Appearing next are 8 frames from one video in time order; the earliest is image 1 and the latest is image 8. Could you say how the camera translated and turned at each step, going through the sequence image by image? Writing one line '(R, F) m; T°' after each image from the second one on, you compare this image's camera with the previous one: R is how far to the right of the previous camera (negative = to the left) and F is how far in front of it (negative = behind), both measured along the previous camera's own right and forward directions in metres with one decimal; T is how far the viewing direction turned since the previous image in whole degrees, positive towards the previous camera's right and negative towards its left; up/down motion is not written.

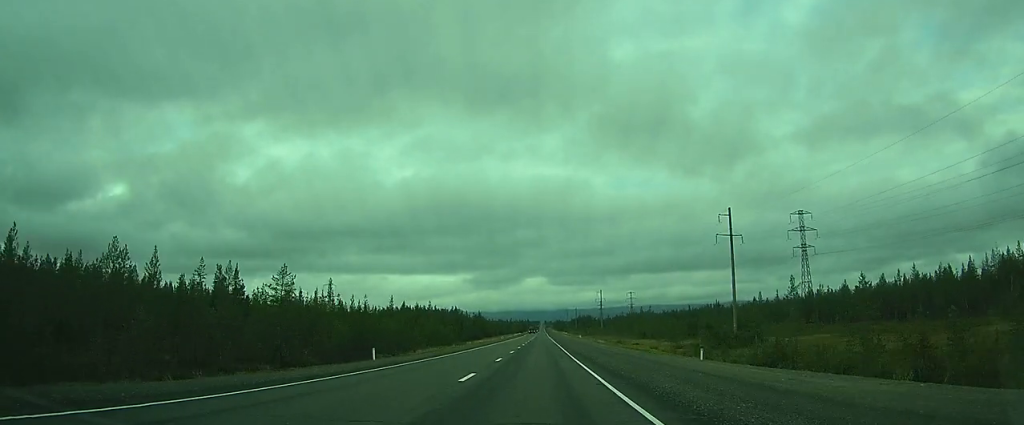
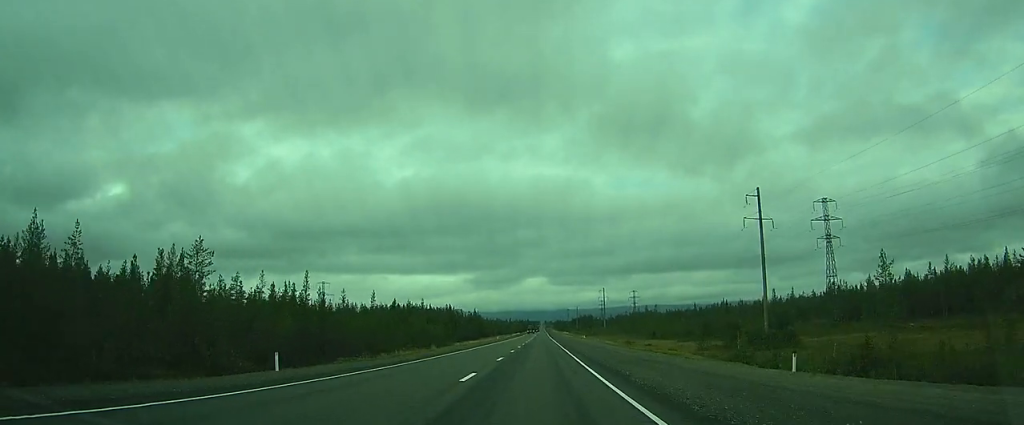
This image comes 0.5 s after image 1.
(0.0, +12.8) m; 0°
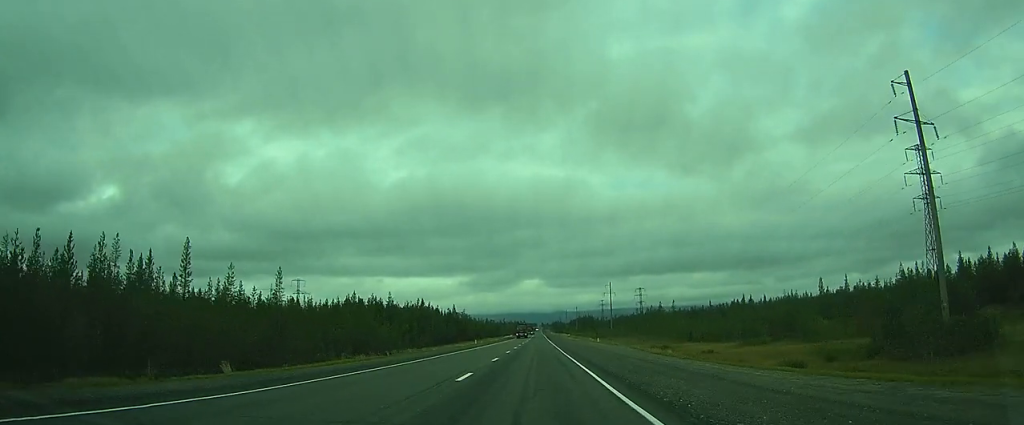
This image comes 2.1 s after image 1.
(+0.1, +36.8) m; 0°
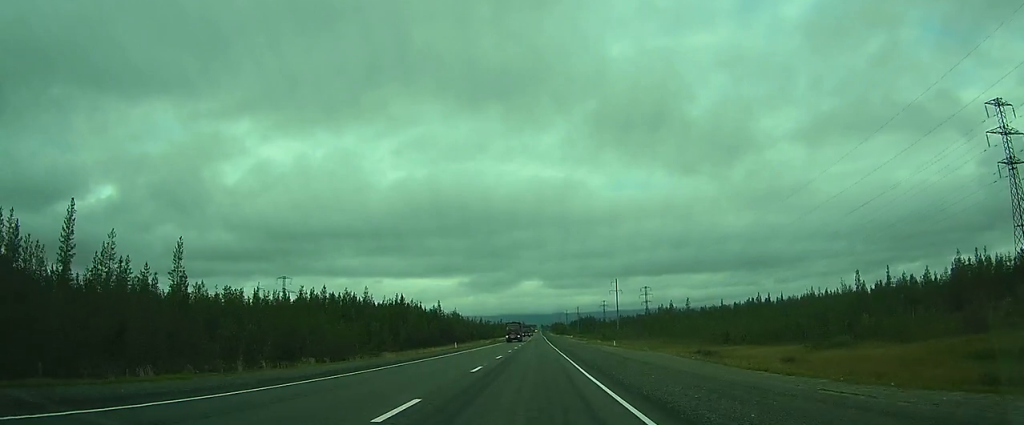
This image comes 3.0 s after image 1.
(0.0, +20.0) m; 0°
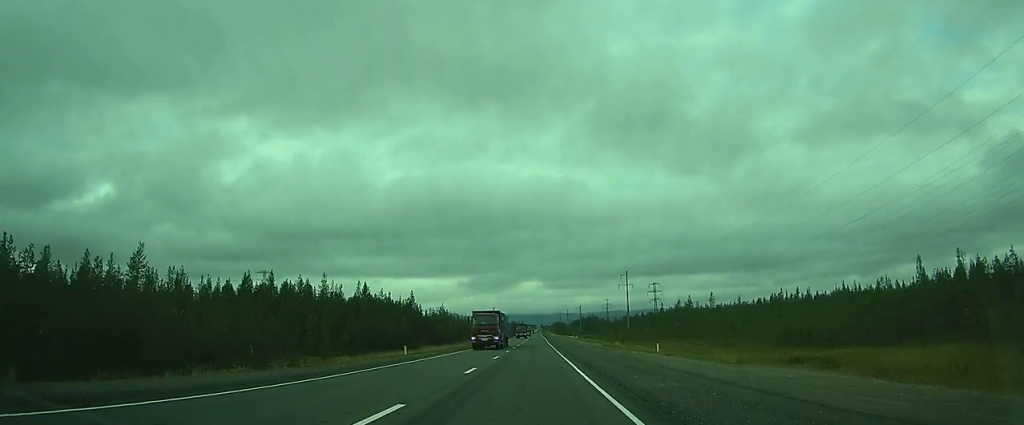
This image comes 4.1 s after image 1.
(+0.1, +25.0) m; 0°
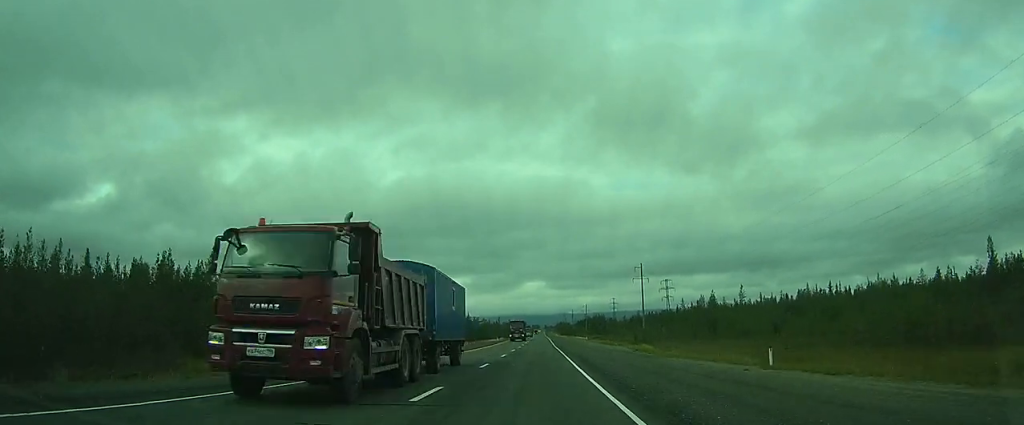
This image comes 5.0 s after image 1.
(0.0, +20.1) m; 0°
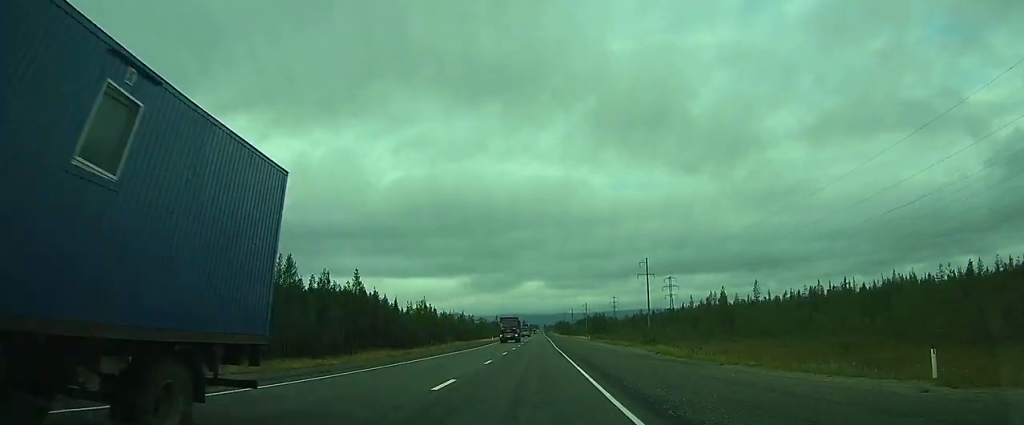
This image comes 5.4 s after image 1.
(0.0, +9.6) m; 0°
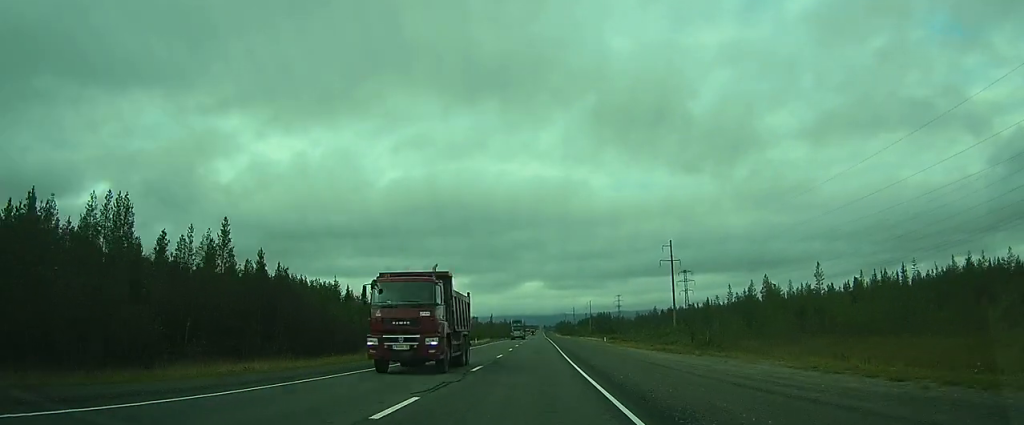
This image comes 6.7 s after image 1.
(0.0, +27.6) m; 0°
